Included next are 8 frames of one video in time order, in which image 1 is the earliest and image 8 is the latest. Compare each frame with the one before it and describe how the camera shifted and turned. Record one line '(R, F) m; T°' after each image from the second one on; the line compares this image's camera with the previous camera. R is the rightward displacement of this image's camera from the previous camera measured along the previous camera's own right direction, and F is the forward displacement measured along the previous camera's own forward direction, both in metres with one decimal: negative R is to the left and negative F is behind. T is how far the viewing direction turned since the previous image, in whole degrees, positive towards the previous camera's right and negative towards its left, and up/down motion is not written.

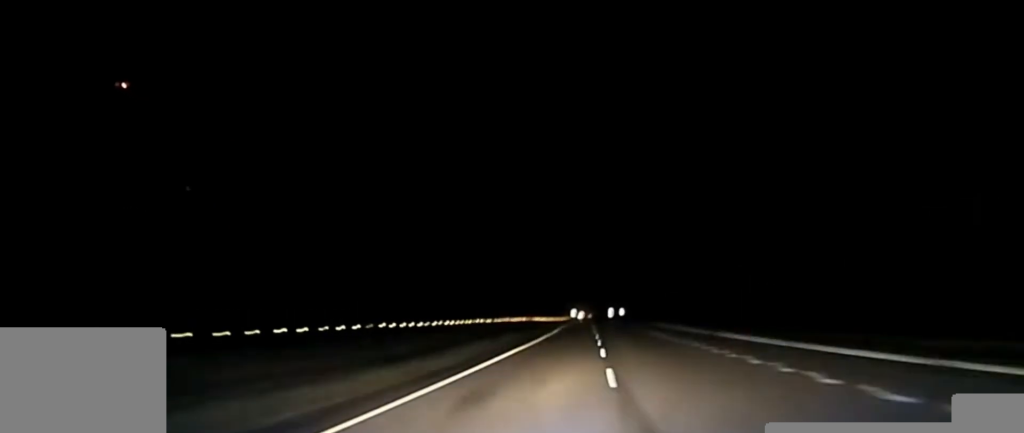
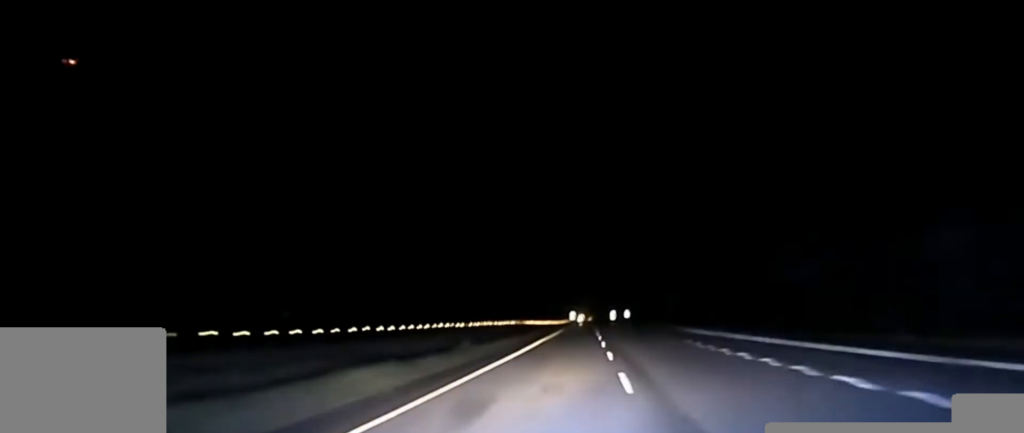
(-0.1, +43.1) m; 0°
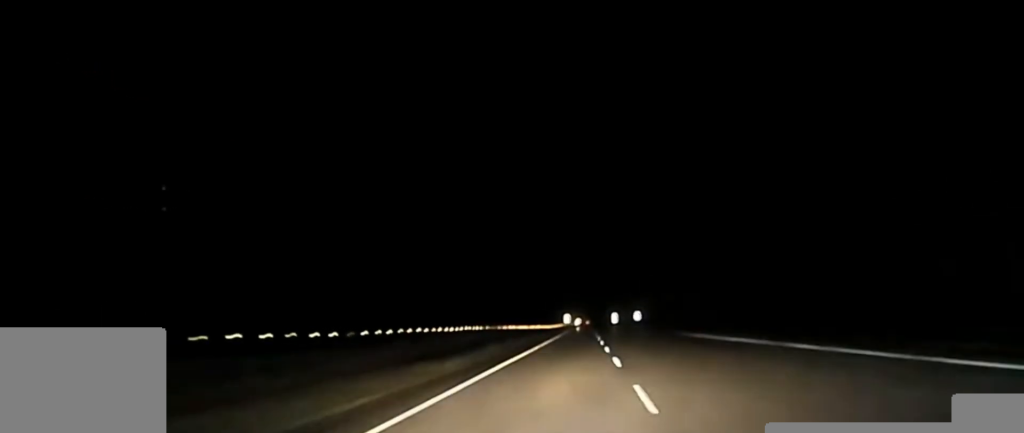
(-0.1, +72.3) m; 0°
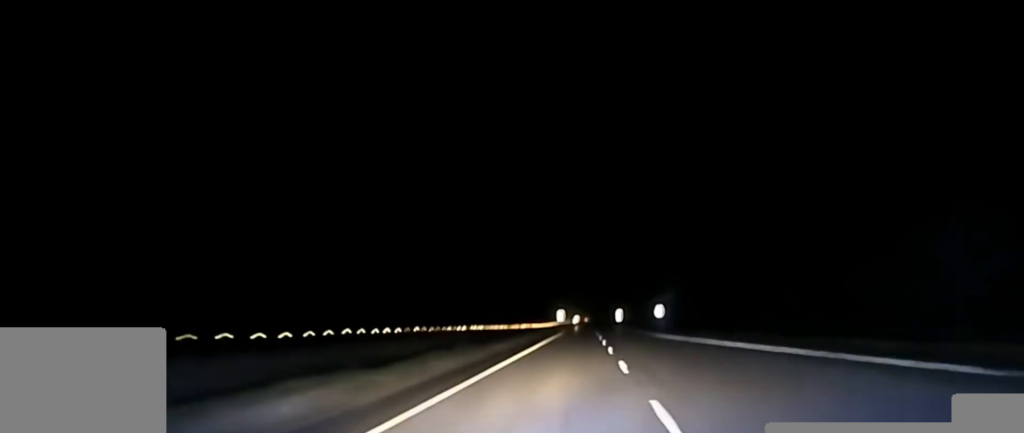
(+0.1, +69.2) m; 0°
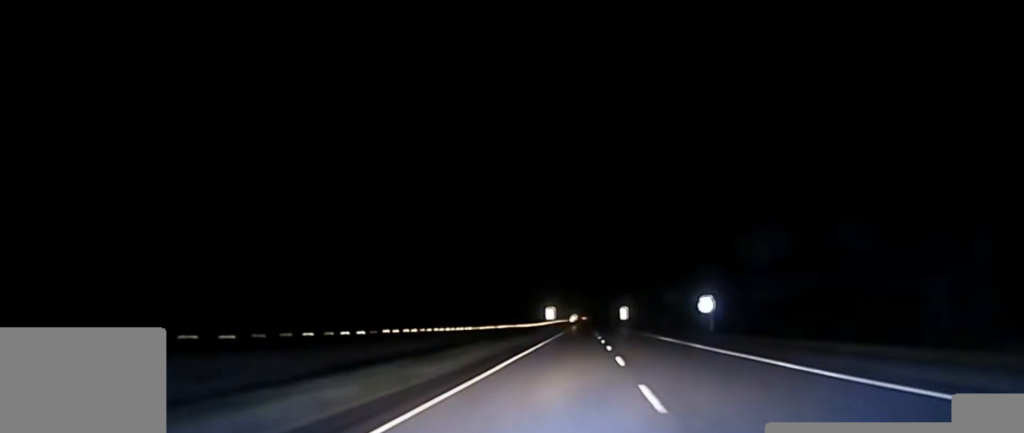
(+0.2, +56.8) m; 0°
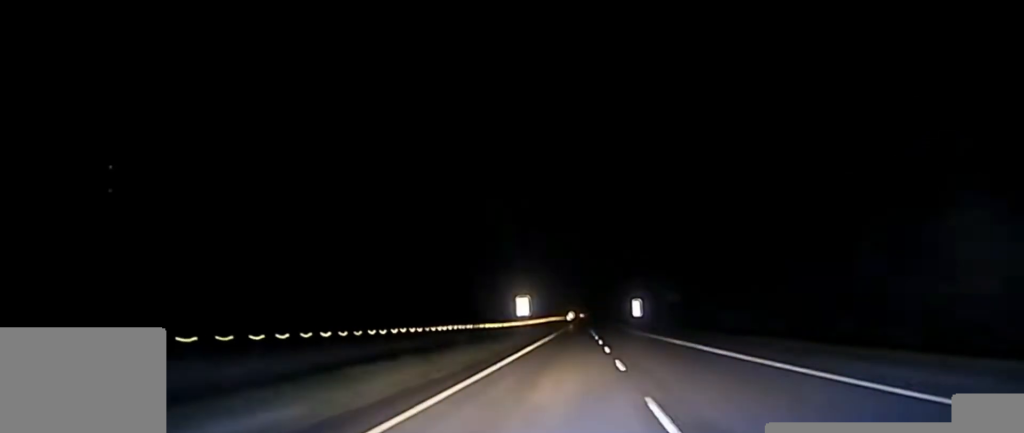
(+0.1, +71.2) m; 0°
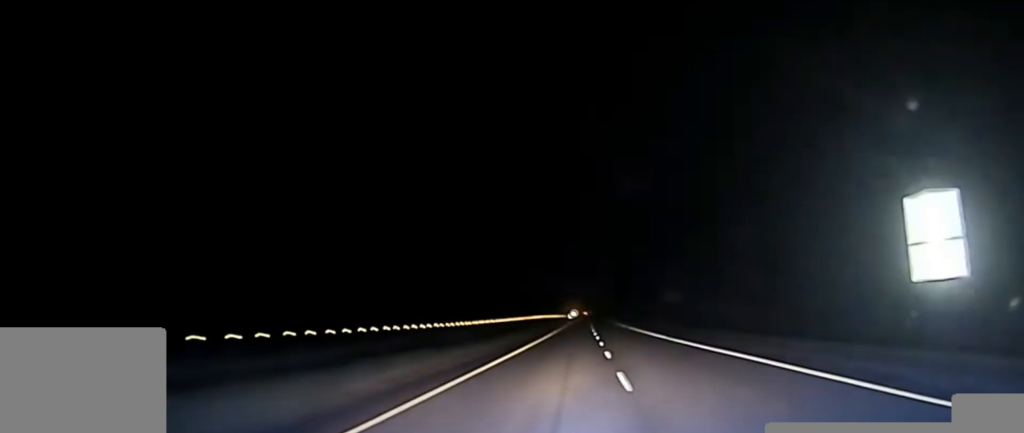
(0.0, +156.3) m; 0°
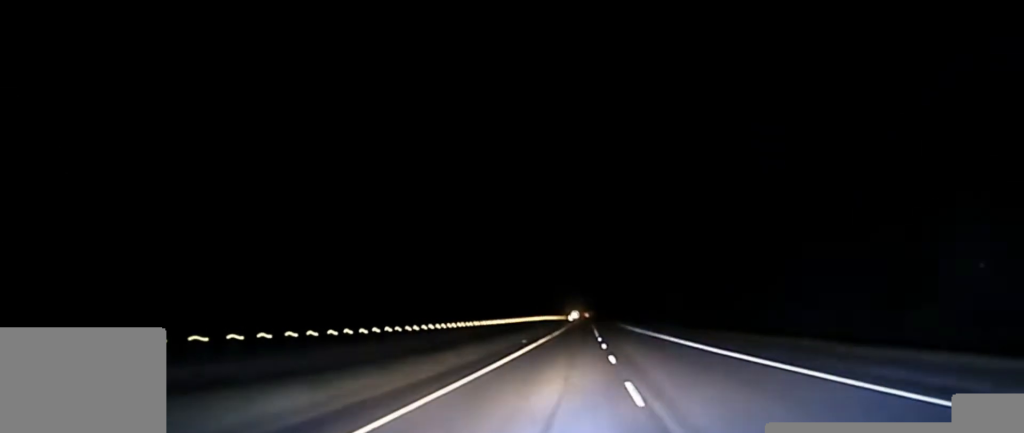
(0.0, +31.6) m; 0°
